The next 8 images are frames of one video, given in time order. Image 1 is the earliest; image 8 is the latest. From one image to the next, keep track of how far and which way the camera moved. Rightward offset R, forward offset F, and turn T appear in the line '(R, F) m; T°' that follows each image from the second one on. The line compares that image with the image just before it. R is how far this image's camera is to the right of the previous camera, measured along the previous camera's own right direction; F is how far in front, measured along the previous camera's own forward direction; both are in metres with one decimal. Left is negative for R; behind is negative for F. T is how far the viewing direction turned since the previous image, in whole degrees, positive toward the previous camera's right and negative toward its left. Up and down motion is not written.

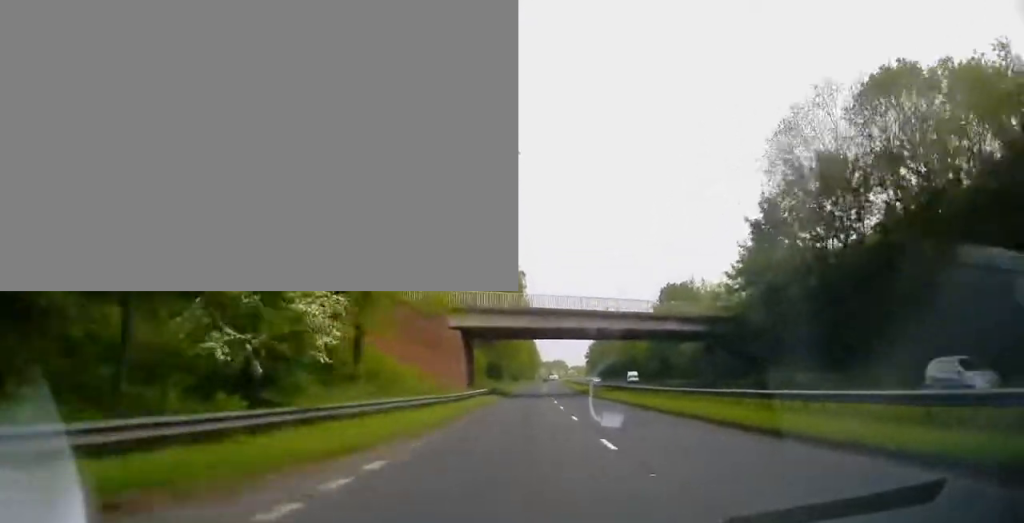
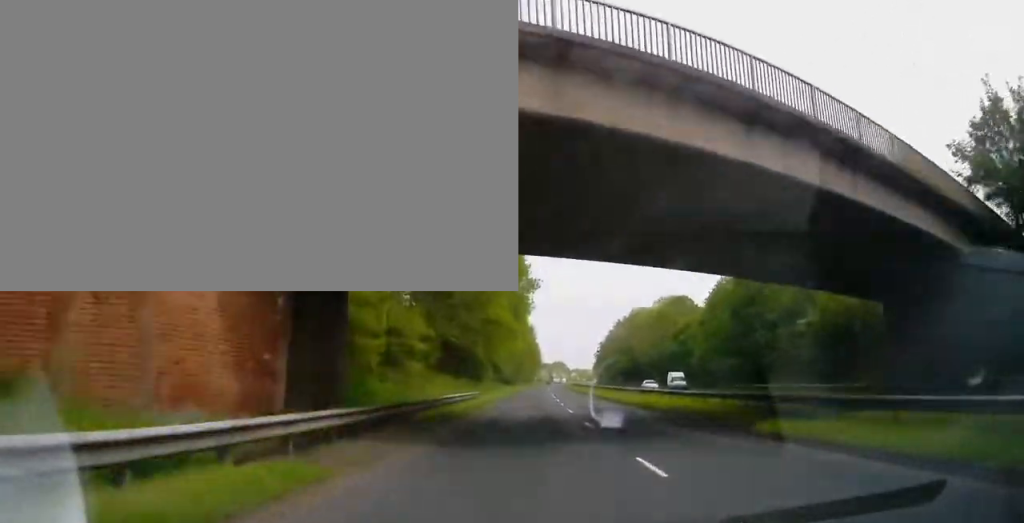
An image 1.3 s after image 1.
(0.0, +38.6) m; +1°
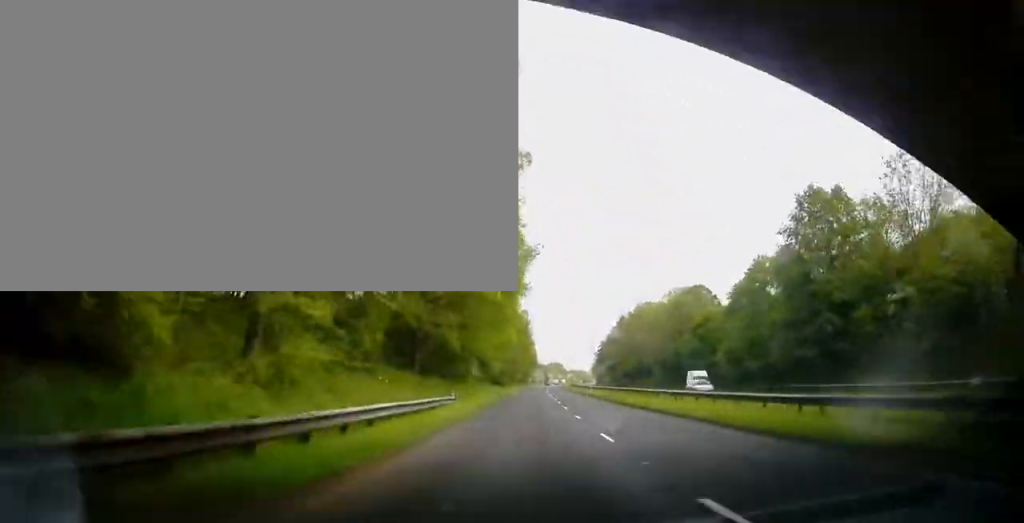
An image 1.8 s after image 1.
(+0.1, +13.3) m; 0°
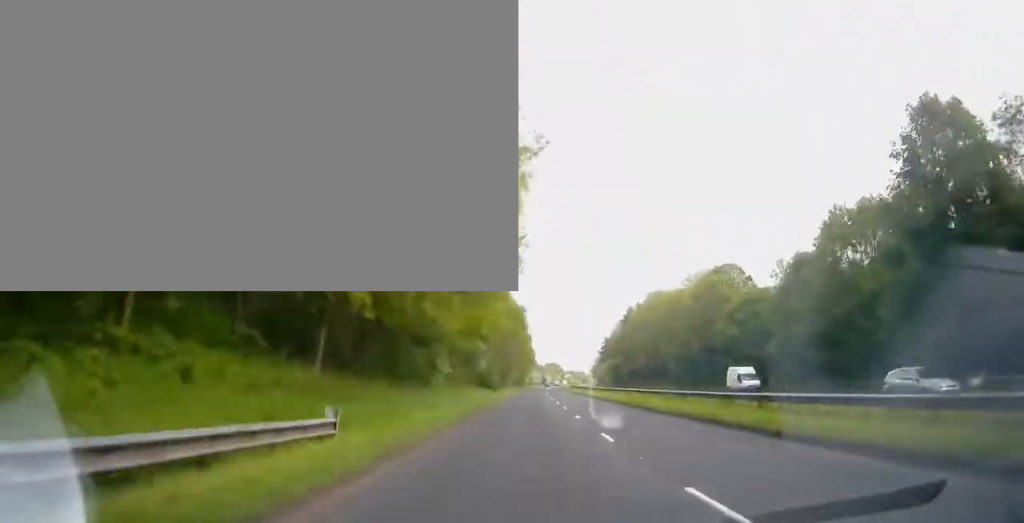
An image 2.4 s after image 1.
(+0.1, +17.1) m; 0°
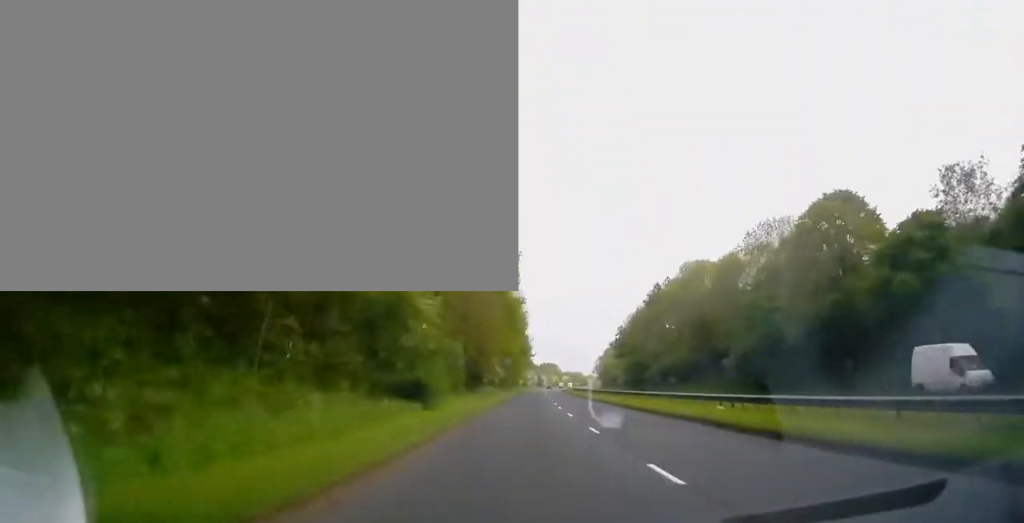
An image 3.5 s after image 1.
(+0.2, +31.8) m; +1°
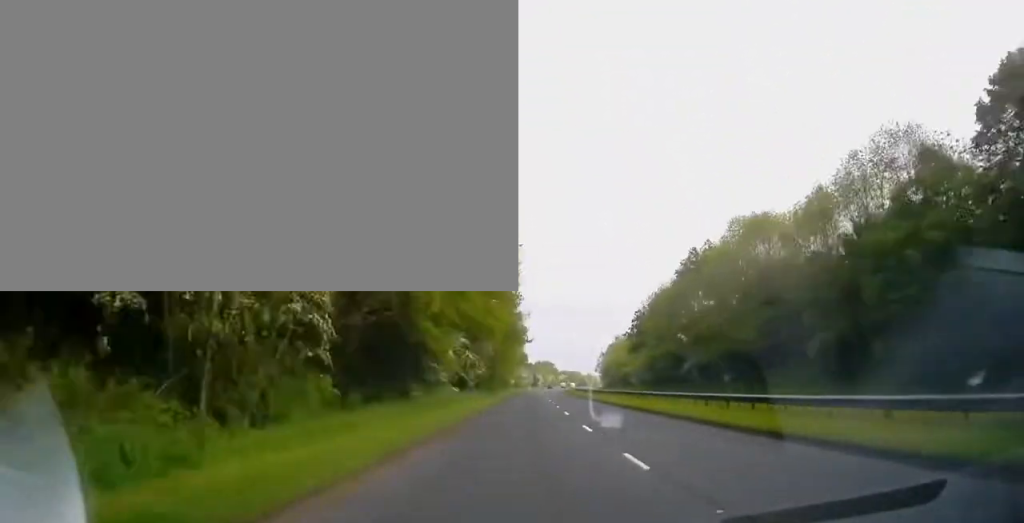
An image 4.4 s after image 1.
(+0.2, +25.1) m; +1°
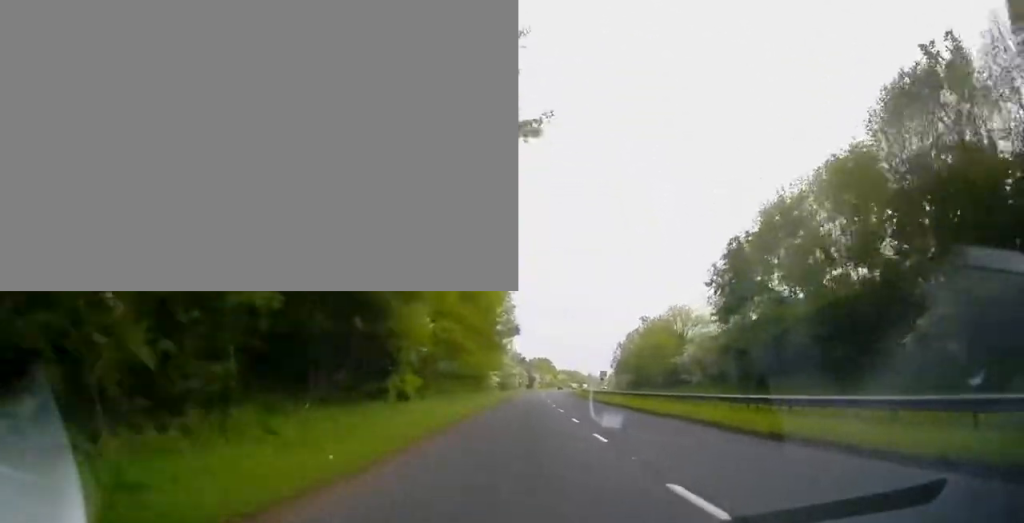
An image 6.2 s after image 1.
(0.0, +48.4) m; 0°
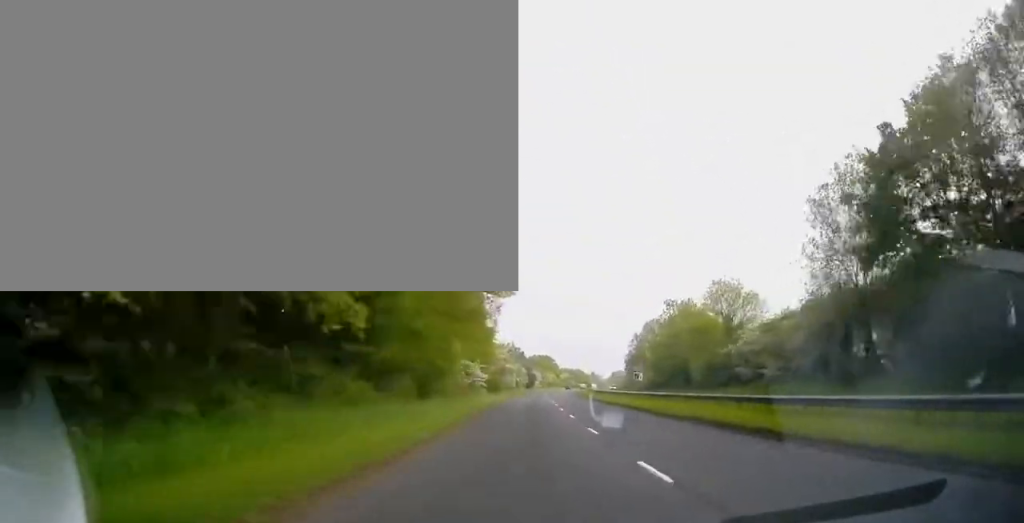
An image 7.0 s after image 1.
(+0.2, +23.3) m; 0°
